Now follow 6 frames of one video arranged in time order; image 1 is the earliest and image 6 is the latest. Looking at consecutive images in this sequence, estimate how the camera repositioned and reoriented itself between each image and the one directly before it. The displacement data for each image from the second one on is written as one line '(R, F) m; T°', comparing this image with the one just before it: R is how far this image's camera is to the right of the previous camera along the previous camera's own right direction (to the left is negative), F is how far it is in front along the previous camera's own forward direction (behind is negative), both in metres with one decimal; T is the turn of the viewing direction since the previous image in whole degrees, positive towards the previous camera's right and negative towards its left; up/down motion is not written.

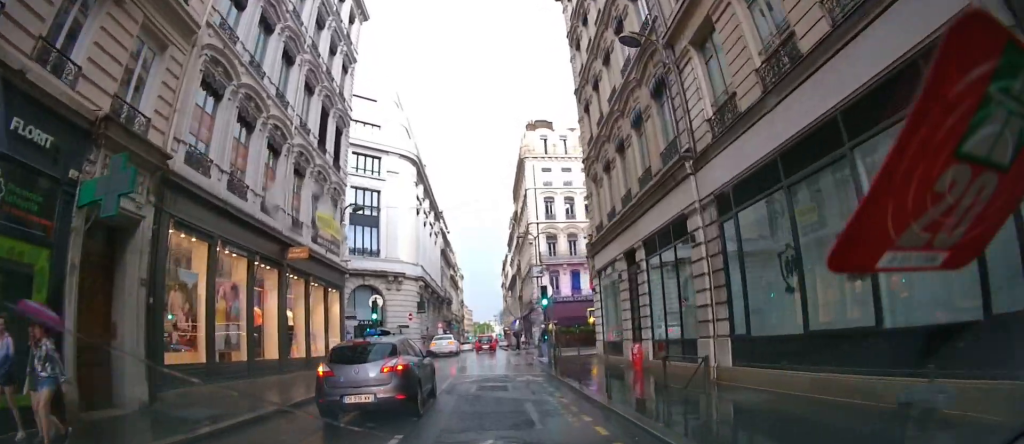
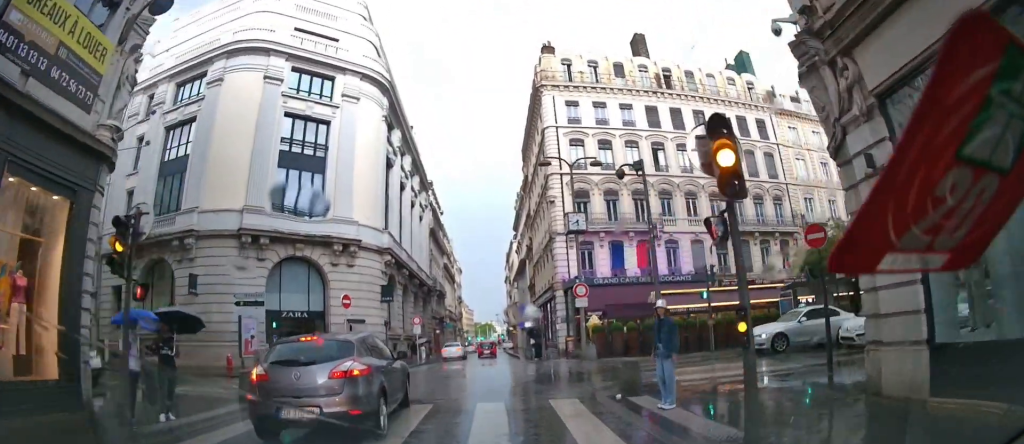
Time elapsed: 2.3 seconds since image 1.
(-2.5, +16.2) m; -30°
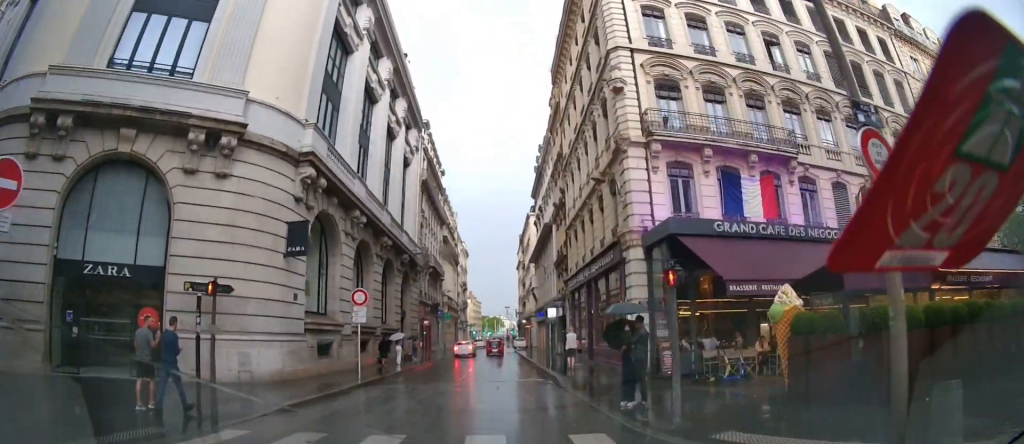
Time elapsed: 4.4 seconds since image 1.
(+1.3, +15.3) m; +18°
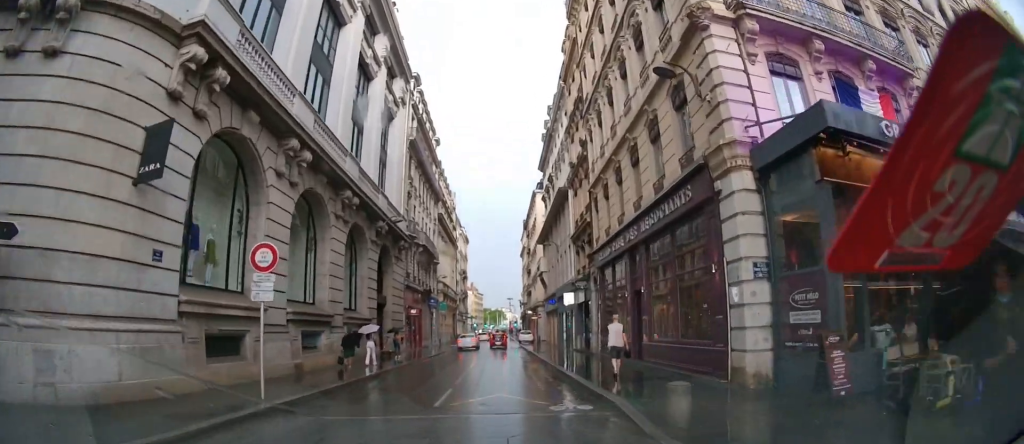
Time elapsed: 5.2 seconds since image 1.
(+0.2, +7.2) m; +2°
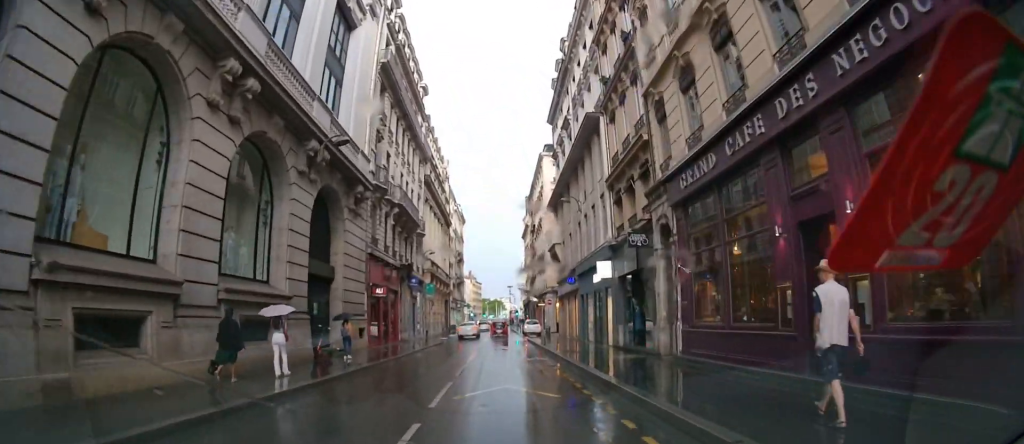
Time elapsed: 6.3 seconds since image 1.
(+0.2, +9.9) m; +2°
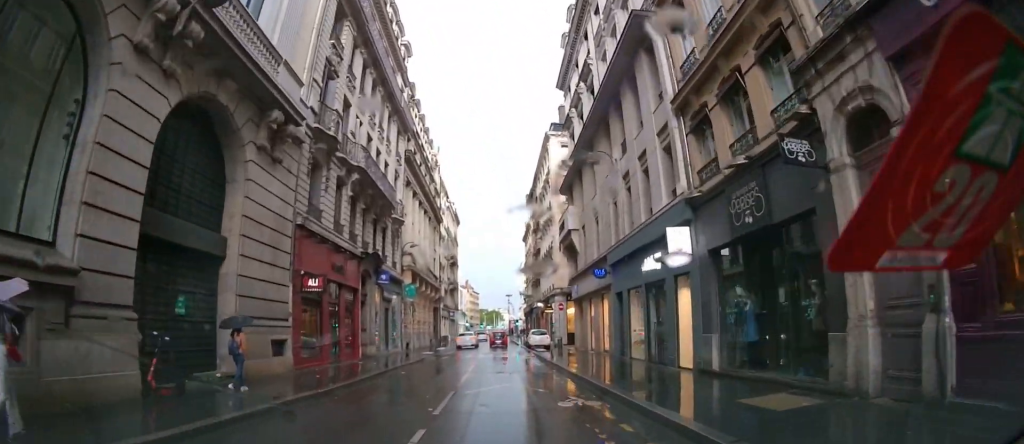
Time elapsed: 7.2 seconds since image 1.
(+0.1, +8.6) m; +2°
